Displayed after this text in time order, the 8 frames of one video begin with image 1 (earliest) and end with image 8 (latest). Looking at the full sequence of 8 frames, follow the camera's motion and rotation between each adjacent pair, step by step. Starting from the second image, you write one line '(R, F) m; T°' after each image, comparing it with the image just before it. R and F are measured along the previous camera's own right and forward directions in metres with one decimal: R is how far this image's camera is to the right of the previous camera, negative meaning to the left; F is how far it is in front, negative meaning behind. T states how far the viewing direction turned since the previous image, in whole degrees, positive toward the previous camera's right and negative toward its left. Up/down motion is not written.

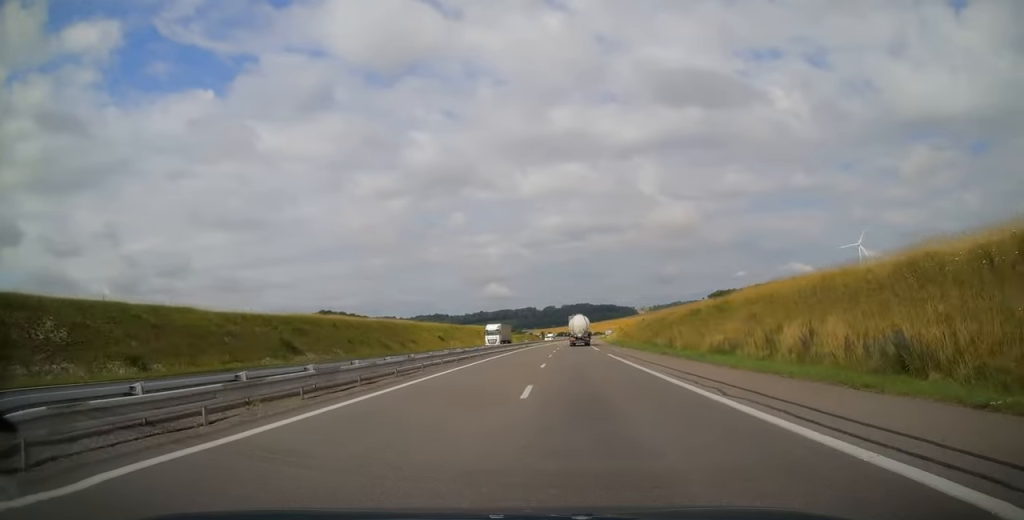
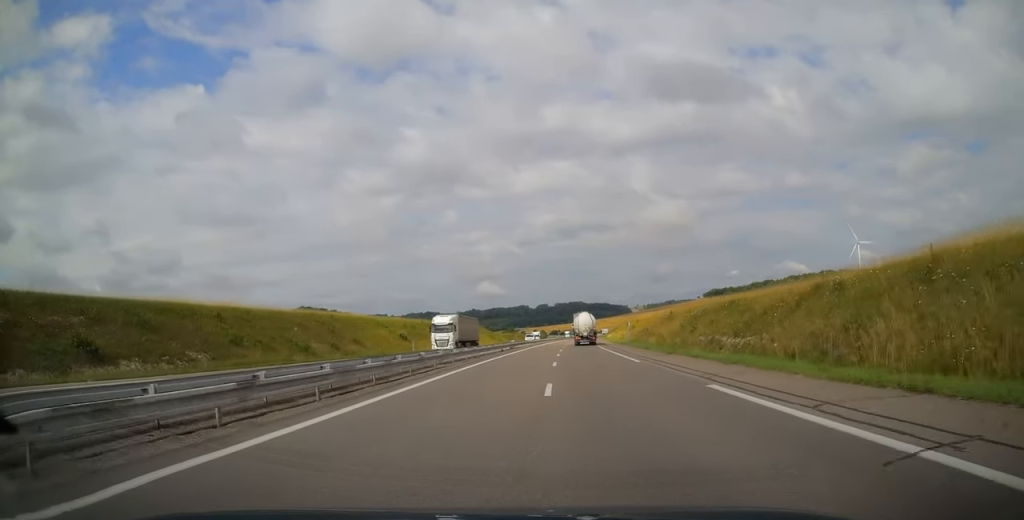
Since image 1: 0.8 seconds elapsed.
(+0.7, +24.2) m; +1°
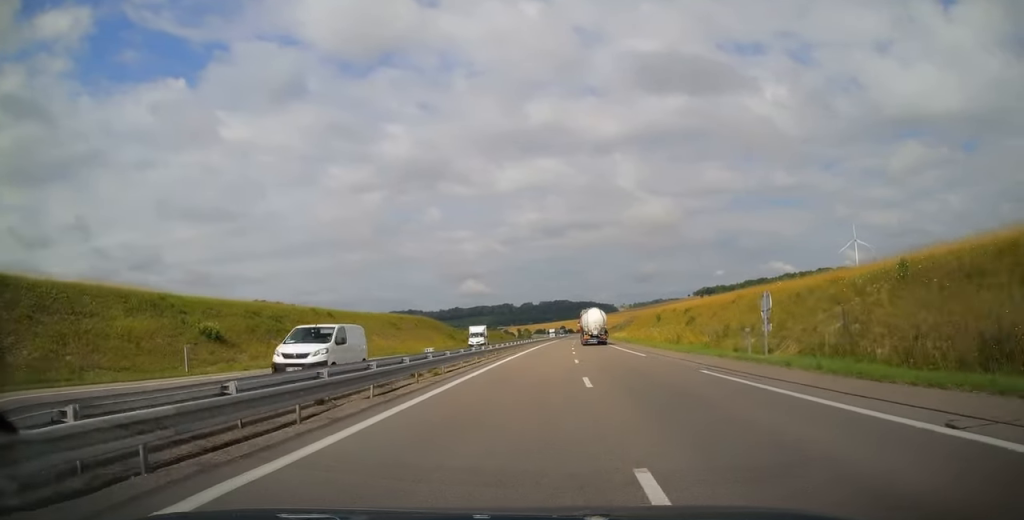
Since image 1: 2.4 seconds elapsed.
(0.0, +46.9) m; +1°
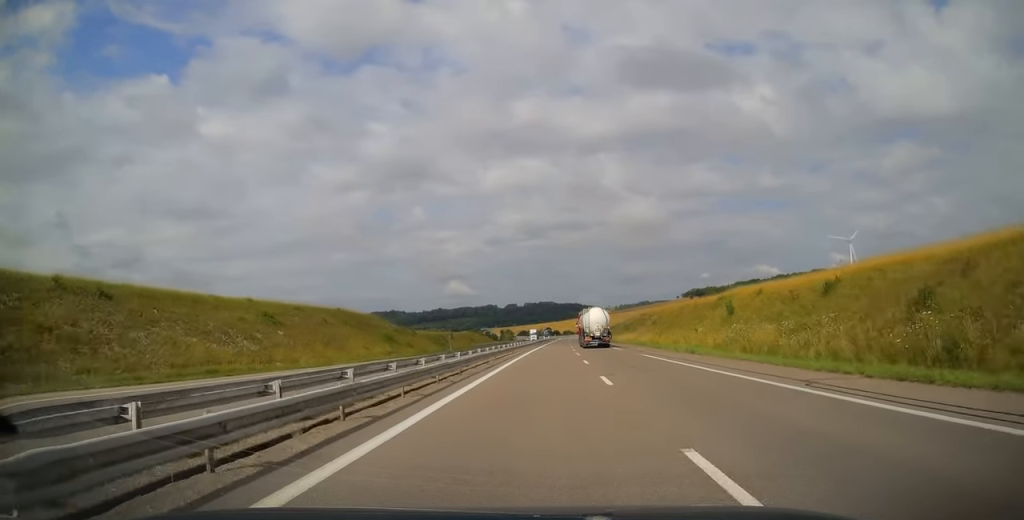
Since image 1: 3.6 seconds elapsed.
(+0.6, +35.5) m; +2°
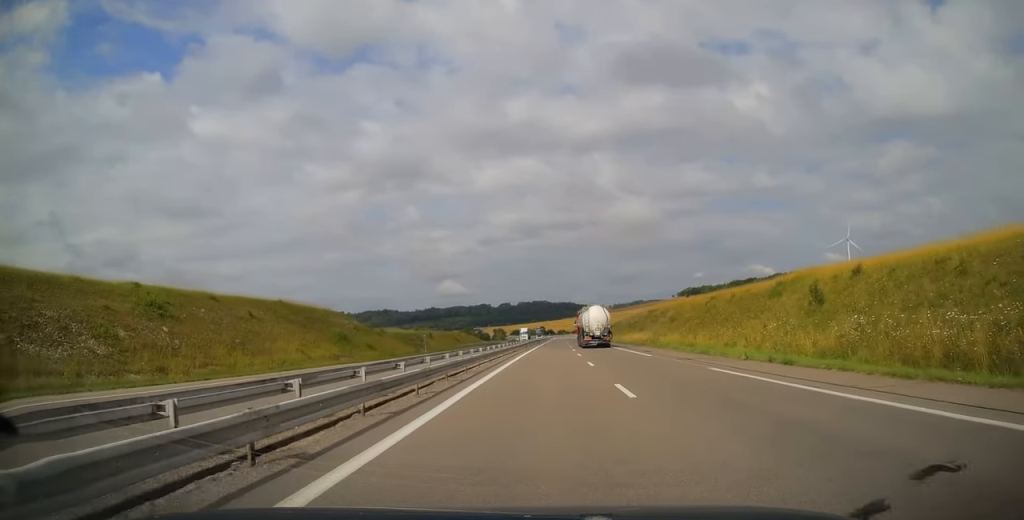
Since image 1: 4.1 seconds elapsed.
(+0.1, +15.3) m; +1°
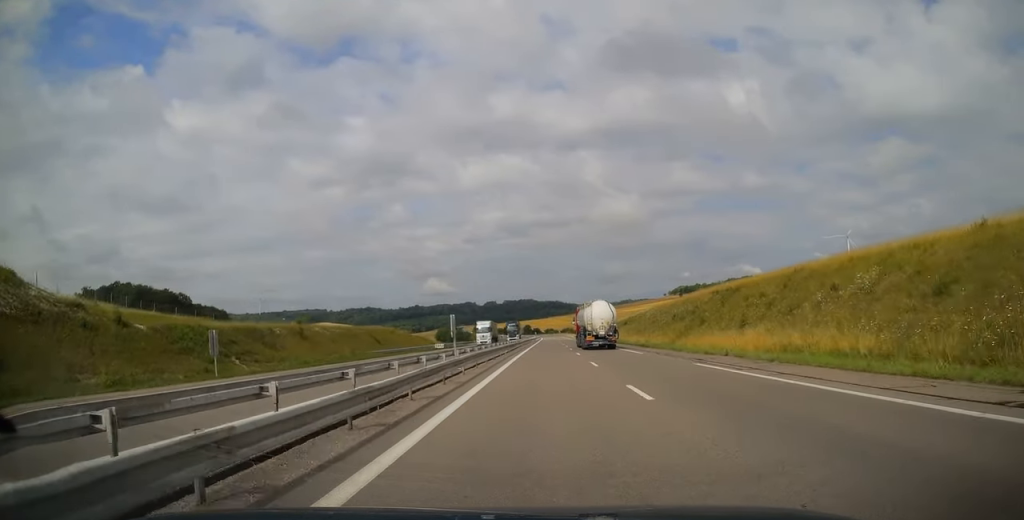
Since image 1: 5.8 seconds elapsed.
(+0.1, +49.3) m; 0°
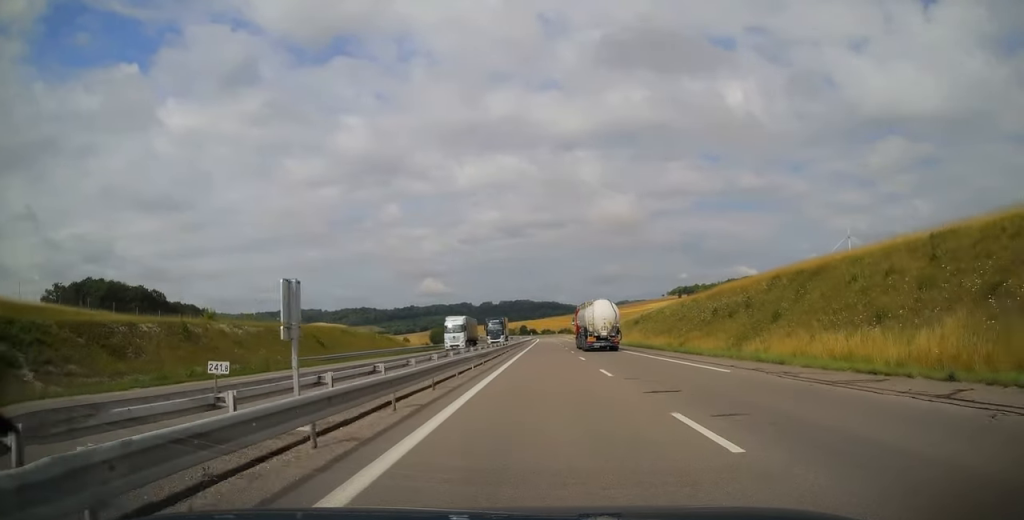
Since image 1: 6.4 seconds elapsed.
(+0.1, +17.2) m; 0°
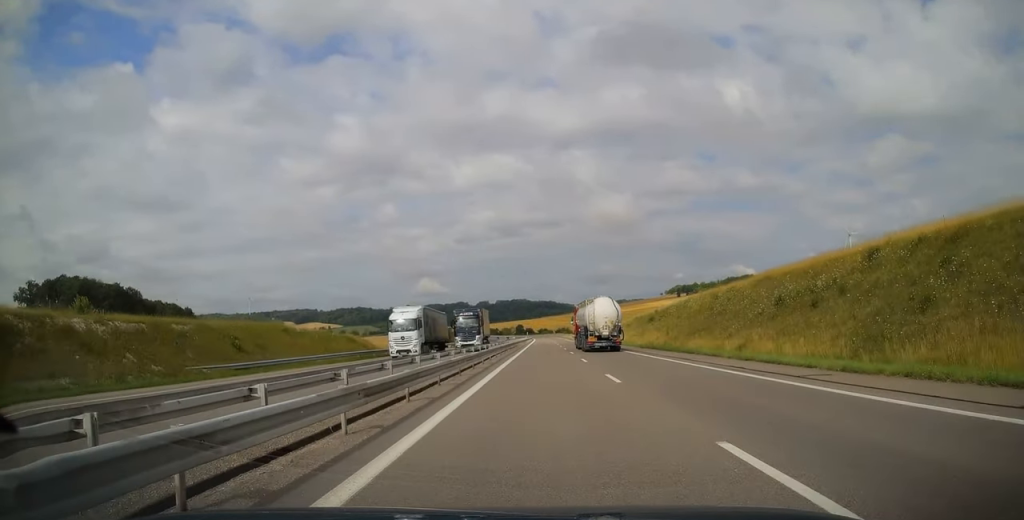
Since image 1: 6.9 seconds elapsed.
(+0.1, +14.8) m; 0°
